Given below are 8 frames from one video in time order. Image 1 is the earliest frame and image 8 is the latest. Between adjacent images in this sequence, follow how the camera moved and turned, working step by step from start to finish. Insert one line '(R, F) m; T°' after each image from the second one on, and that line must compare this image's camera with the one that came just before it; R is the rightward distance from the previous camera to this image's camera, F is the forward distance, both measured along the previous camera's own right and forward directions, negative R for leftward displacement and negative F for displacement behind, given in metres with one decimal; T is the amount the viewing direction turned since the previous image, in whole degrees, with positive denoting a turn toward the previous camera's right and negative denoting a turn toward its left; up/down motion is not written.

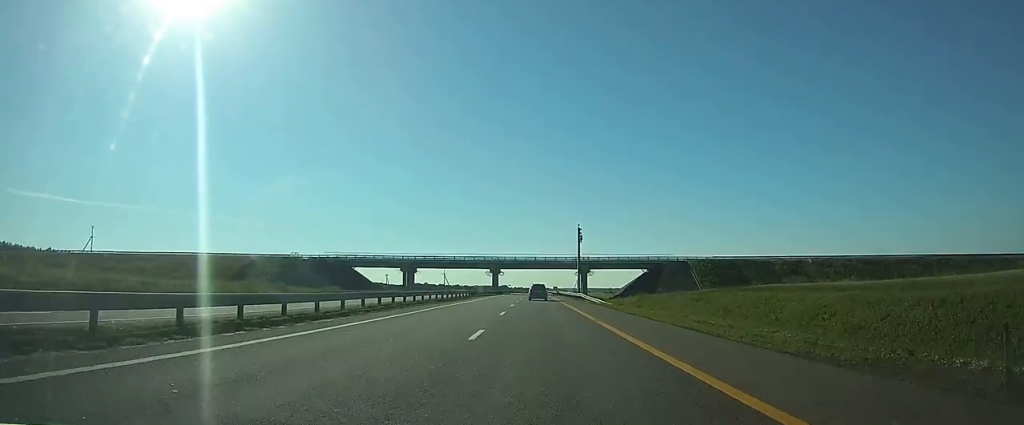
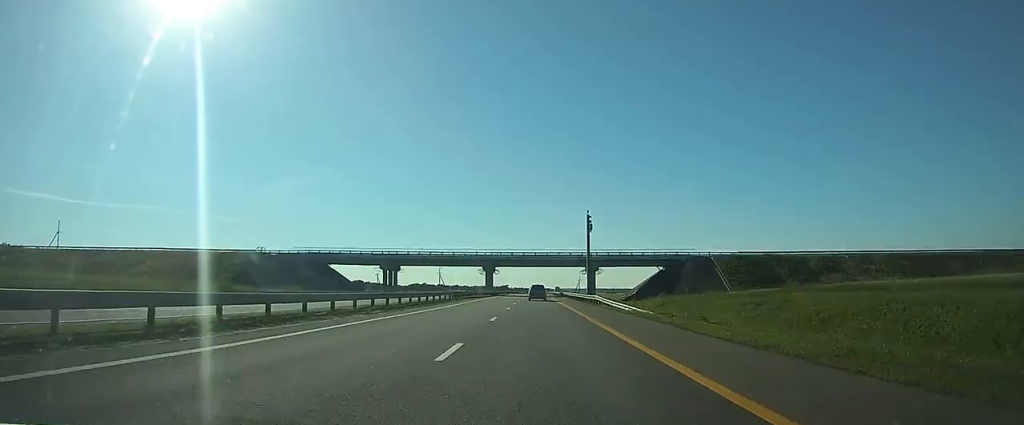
(0.0, +15.8) m; 0°
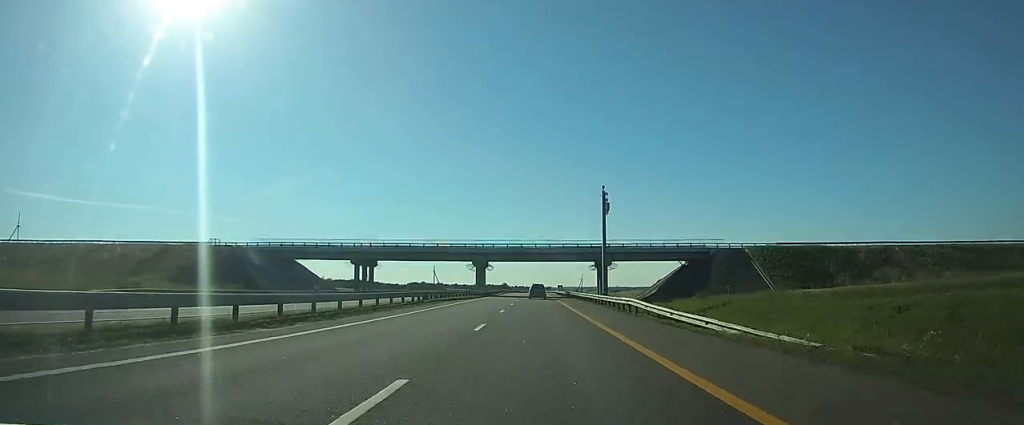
(0.0, +16.8) m; 0°
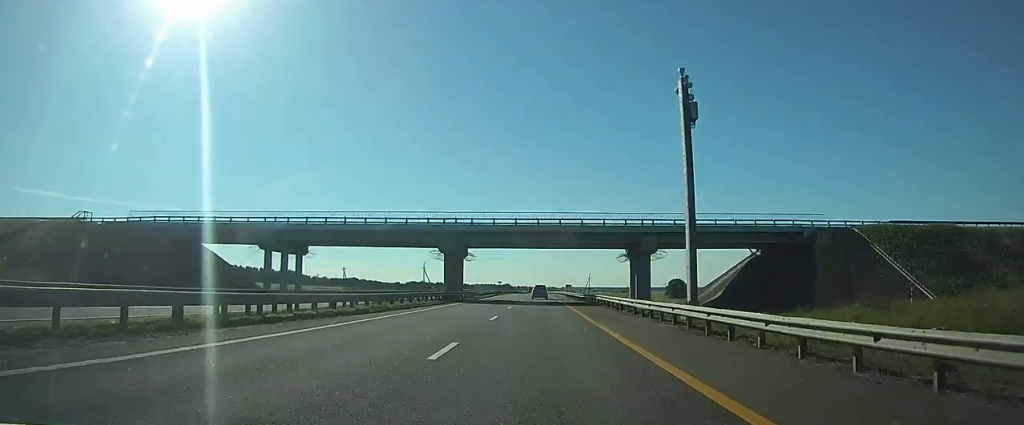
(0.0, +30.6) m; 0°
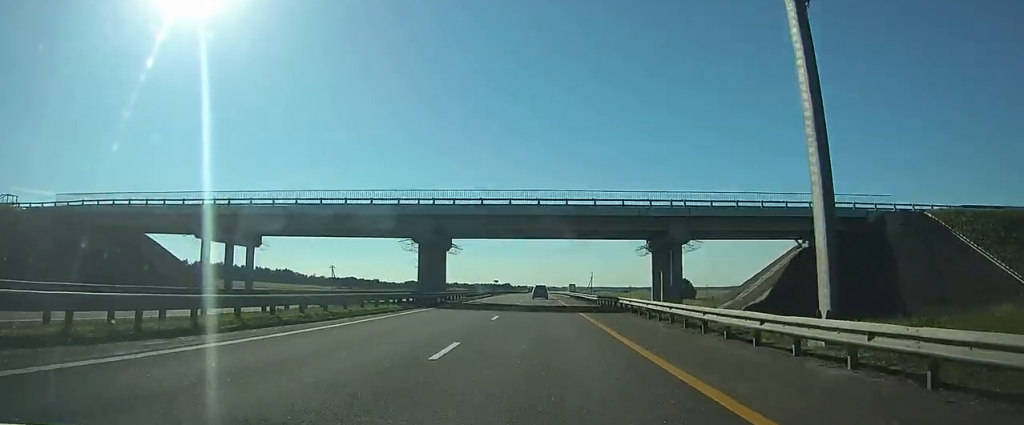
(0.0, +11.8) m; 0°
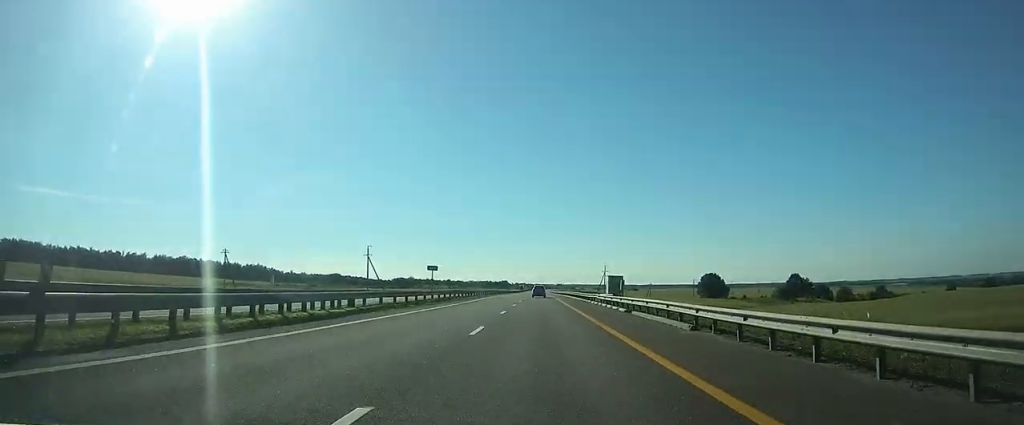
(-0.2, +66.3) m; 0°
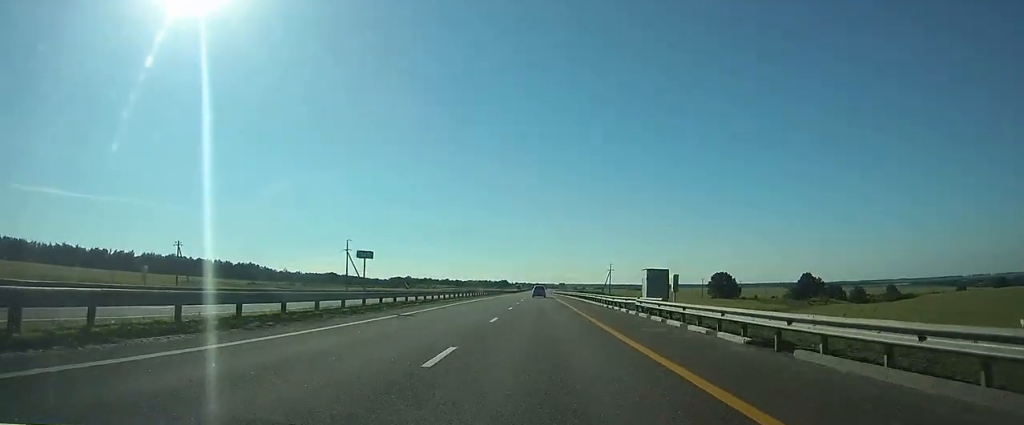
(0.0, +17.9) m; 0°
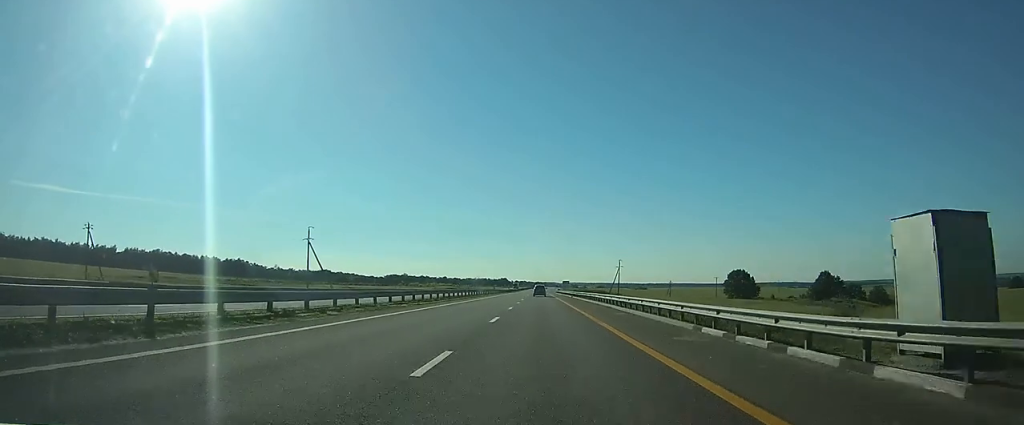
(+0.1, +25.0) m; 0°
